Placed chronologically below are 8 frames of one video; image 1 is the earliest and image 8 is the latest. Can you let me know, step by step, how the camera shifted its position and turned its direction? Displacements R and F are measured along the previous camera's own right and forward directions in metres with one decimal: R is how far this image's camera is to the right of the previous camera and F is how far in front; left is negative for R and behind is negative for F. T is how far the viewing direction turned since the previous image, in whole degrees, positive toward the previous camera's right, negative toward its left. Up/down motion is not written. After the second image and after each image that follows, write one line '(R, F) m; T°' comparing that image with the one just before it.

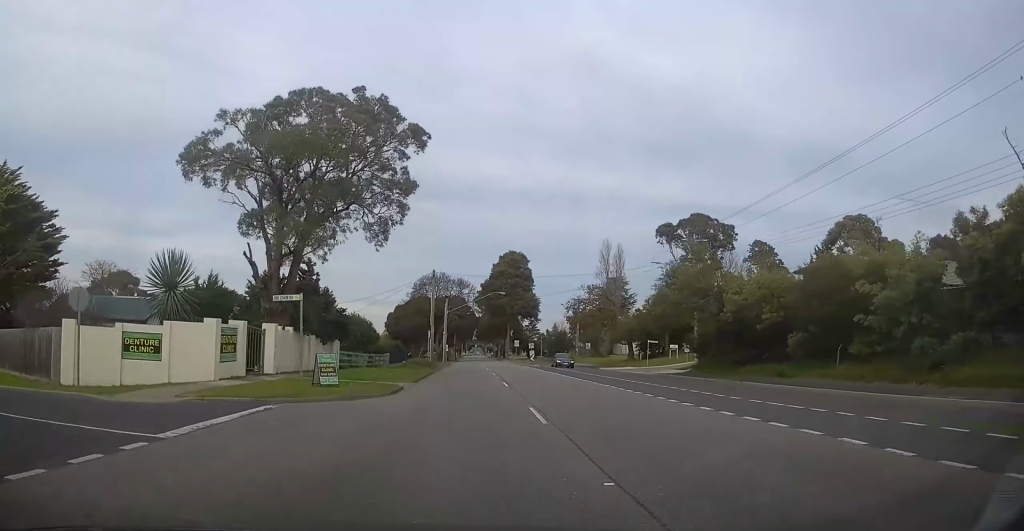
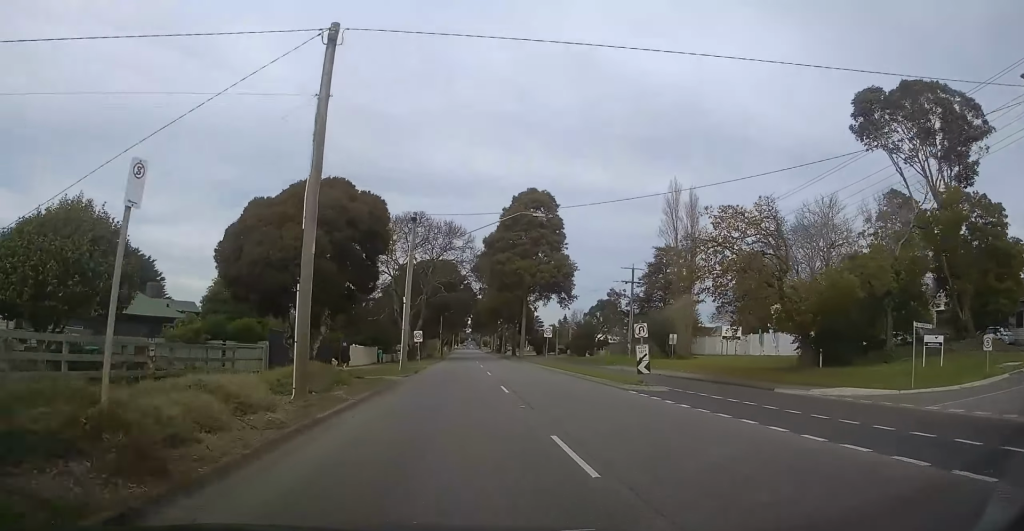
(-0.3, +41.5) m; 0°
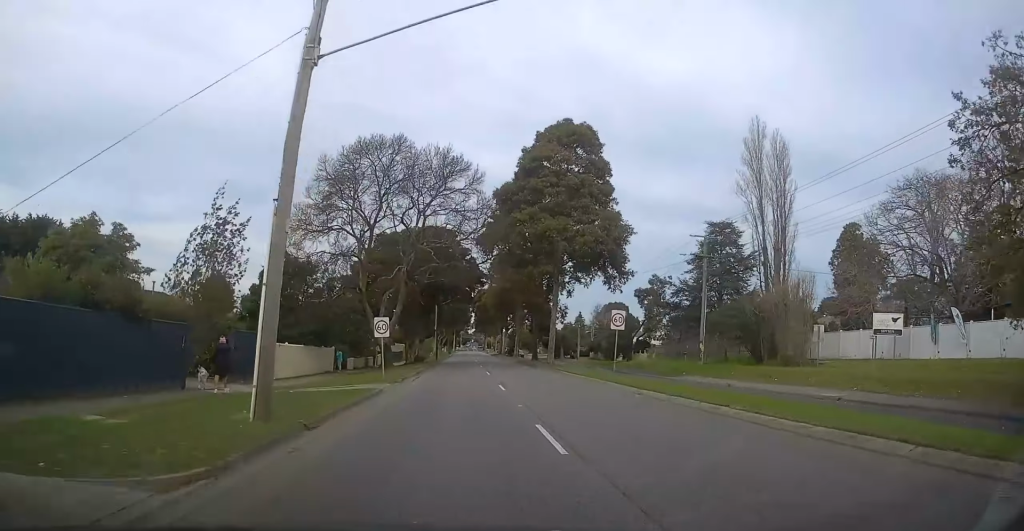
(+0.5, +22.6) m; +2°
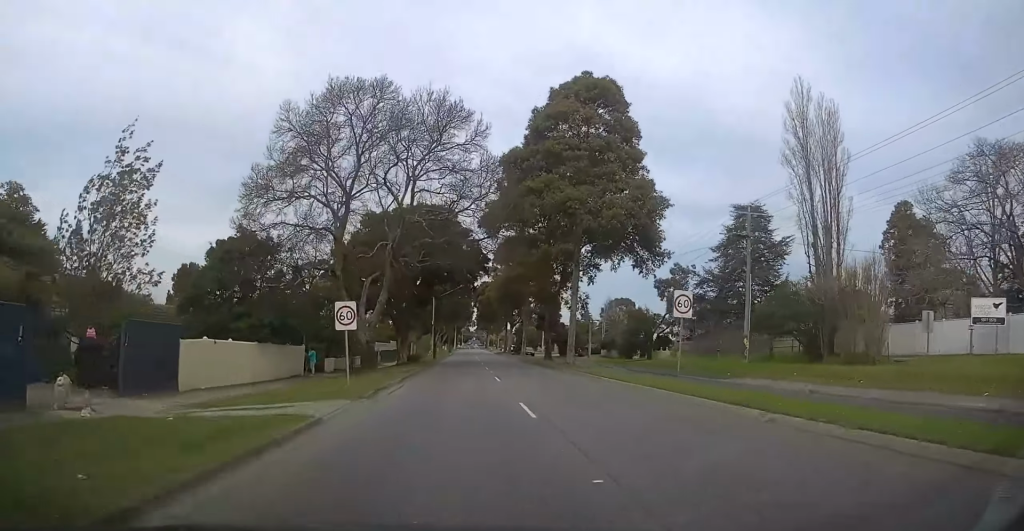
(0.0, +8.4) m; -1°
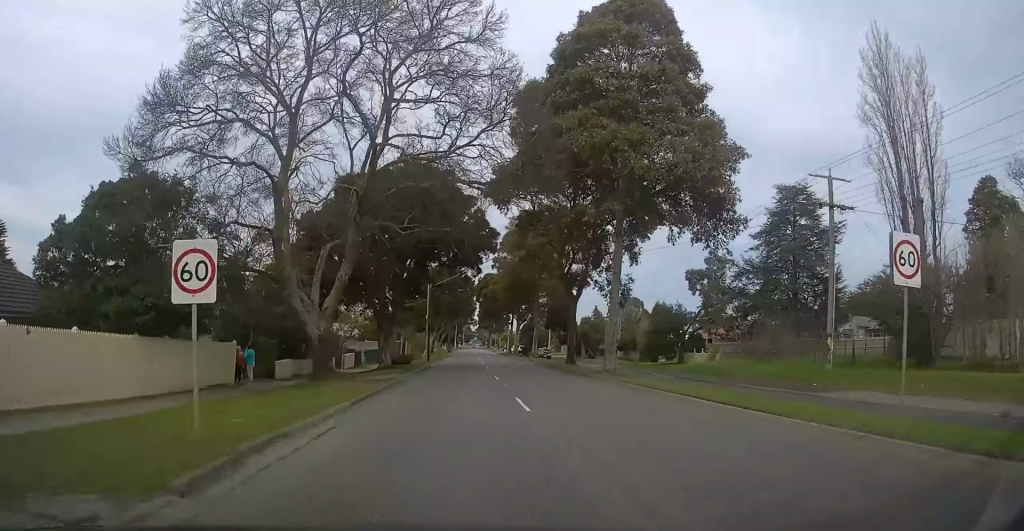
(0.0, +10.8) m; -1°
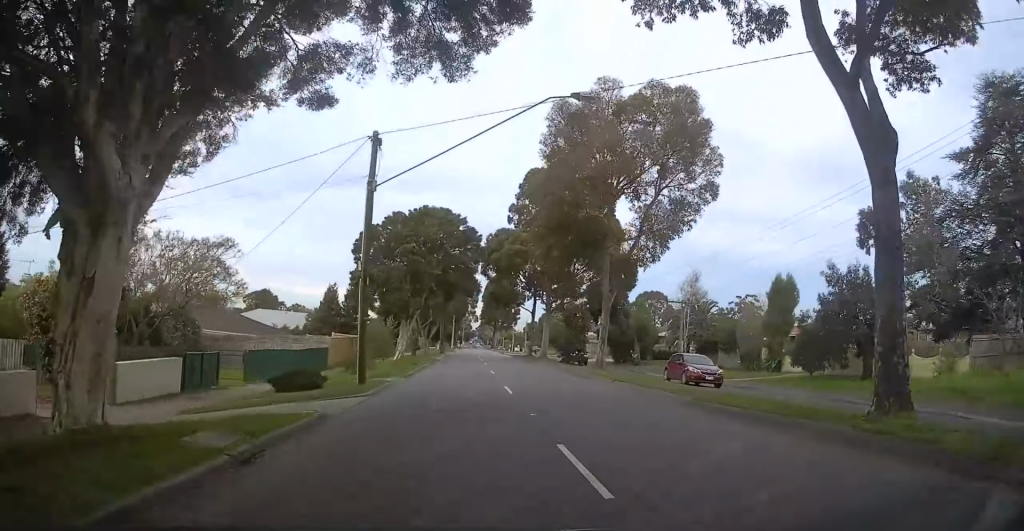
(0.0, +31.8) m; -1°
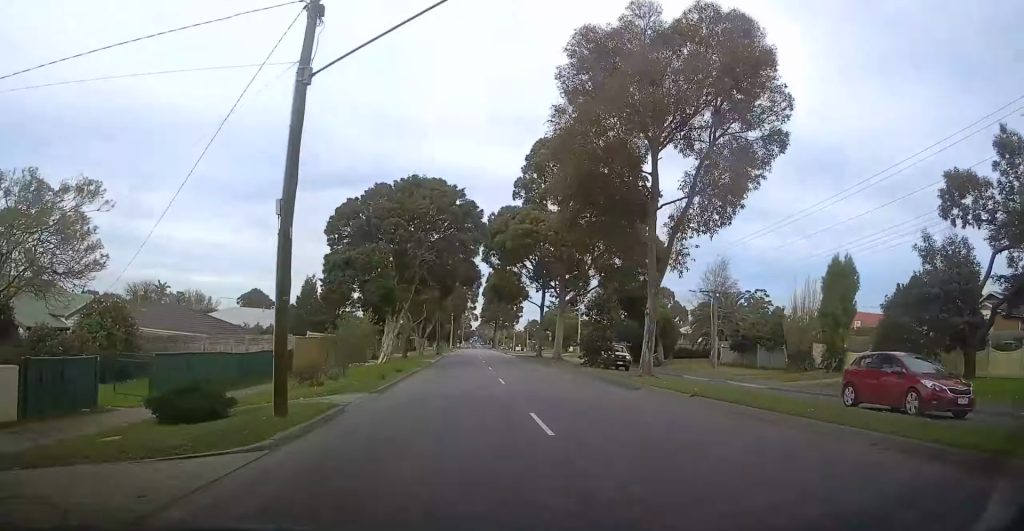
(-0.1, +7.8) m; 0°
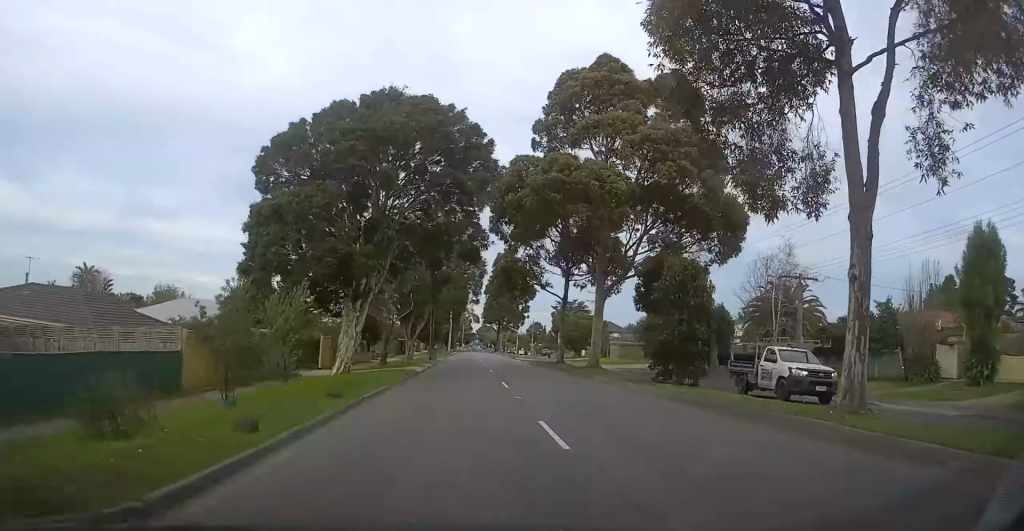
(-0.5, +13.5) m; 0°
